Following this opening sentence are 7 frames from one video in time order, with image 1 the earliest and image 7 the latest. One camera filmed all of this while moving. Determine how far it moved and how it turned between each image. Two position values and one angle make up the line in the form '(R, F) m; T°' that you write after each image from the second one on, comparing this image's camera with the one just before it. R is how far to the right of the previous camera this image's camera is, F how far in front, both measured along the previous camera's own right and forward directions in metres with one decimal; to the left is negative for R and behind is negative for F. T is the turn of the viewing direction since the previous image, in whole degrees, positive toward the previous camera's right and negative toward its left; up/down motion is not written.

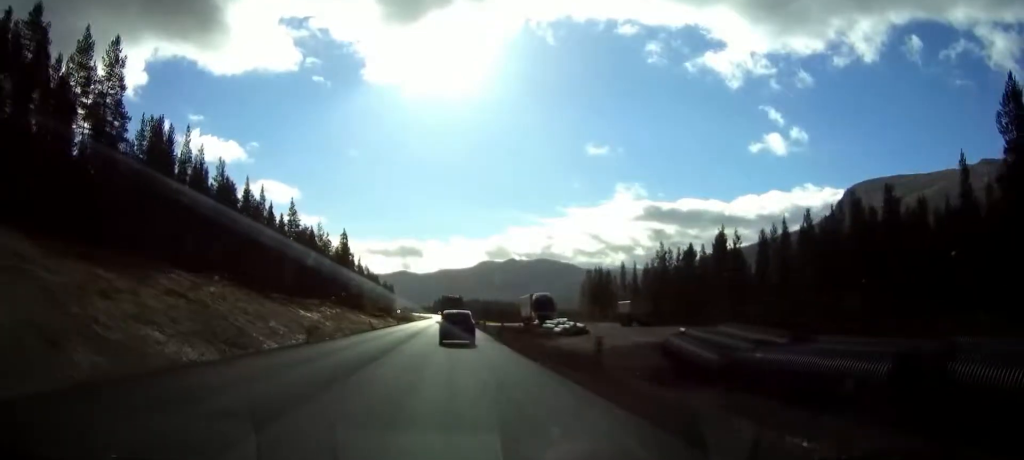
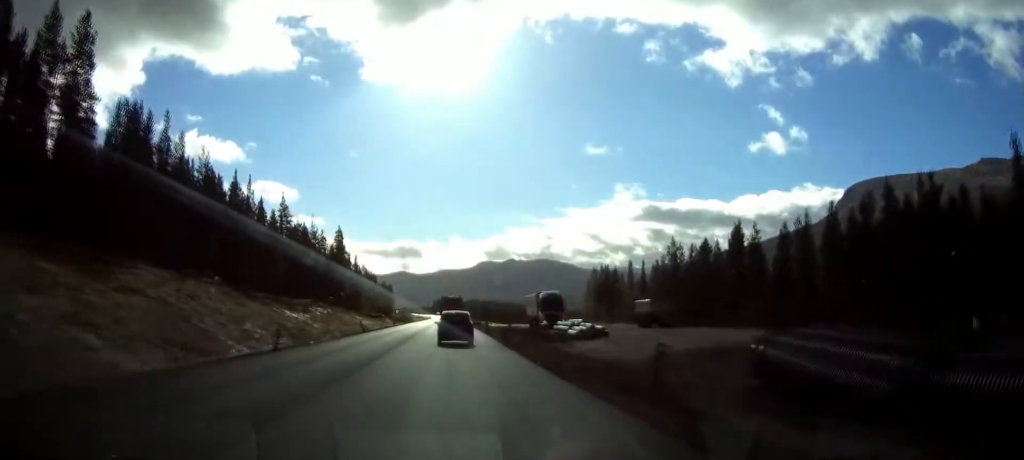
(0.0, +7.0) m; 0°
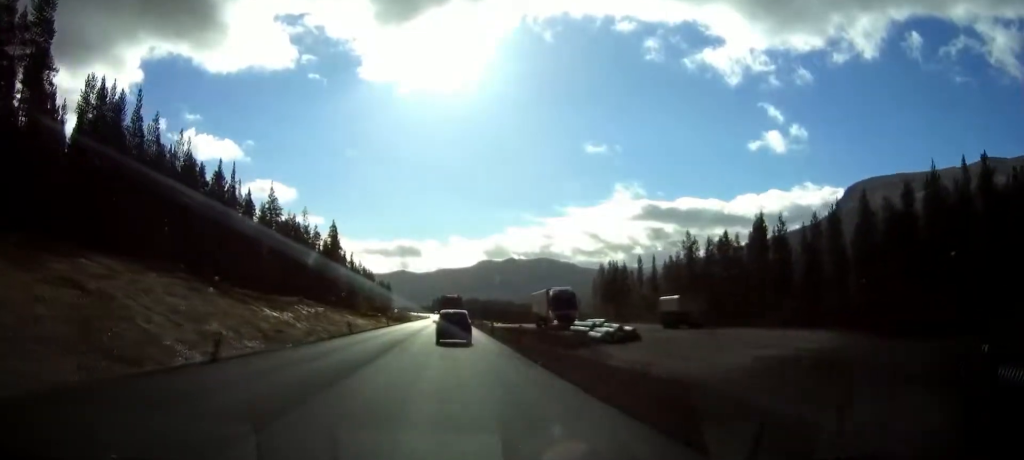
(0.0, +8.0) m; 0°
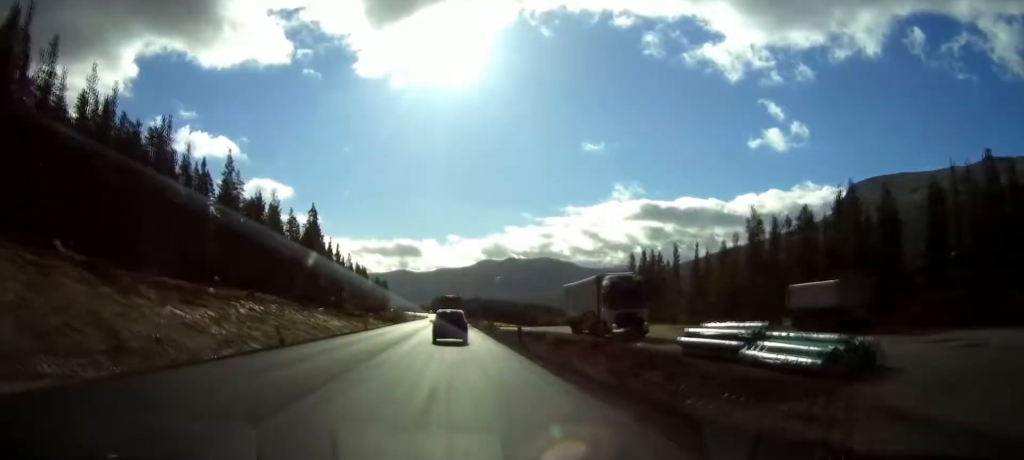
(0.0, +23.8) m; 0°
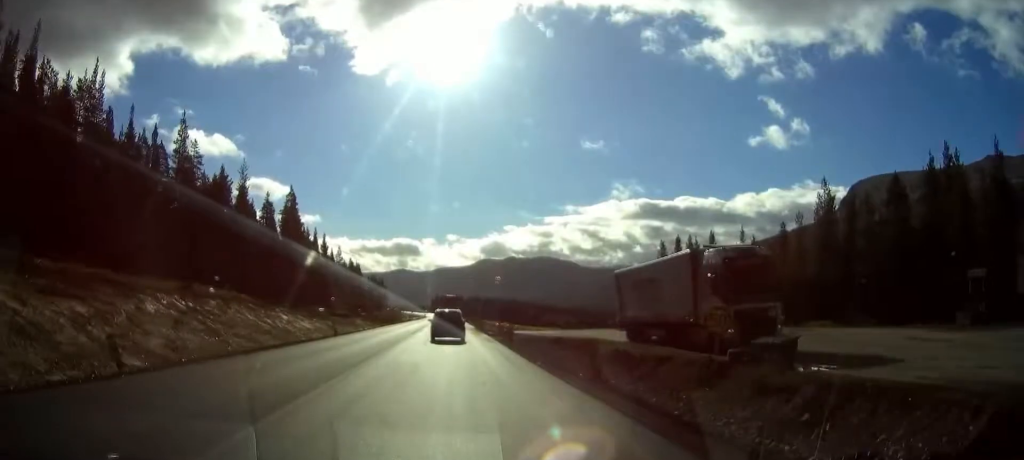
(0.0, +17.9) m; 0°
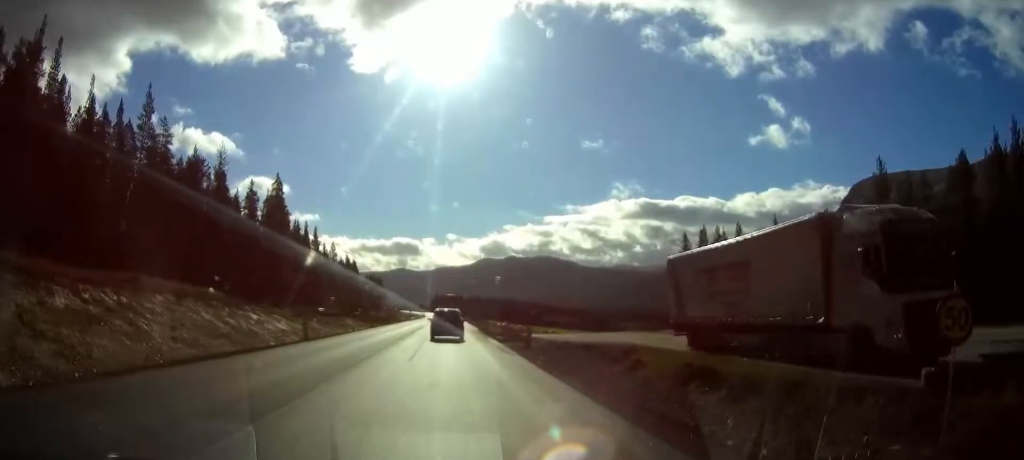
(0.0, +10.2) m; 0°
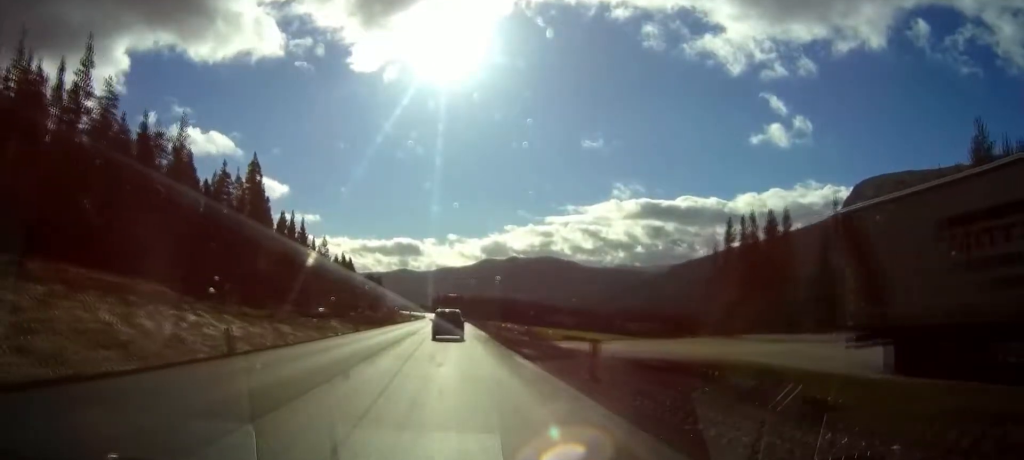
(0.0, +14.4) m; 0°
